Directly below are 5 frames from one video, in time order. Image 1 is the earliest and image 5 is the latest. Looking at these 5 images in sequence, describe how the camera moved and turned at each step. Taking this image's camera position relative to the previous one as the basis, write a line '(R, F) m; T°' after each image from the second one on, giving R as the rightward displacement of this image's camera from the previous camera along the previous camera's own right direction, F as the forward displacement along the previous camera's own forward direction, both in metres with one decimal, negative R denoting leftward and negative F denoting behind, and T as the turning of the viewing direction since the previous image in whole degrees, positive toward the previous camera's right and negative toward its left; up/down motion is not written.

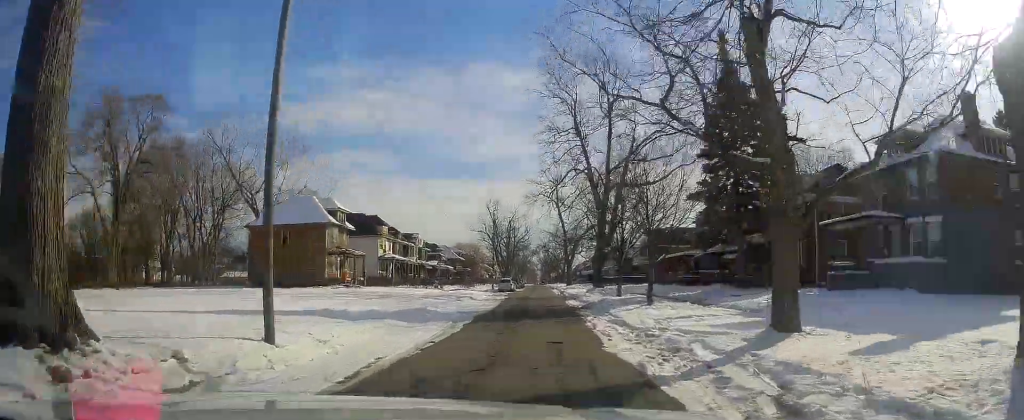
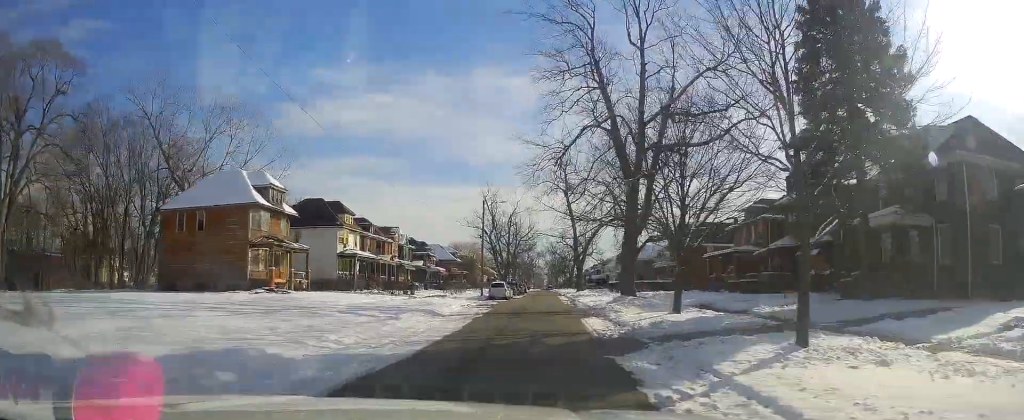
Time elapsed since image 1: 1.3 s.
(+0.1, +17.4) m; 0°
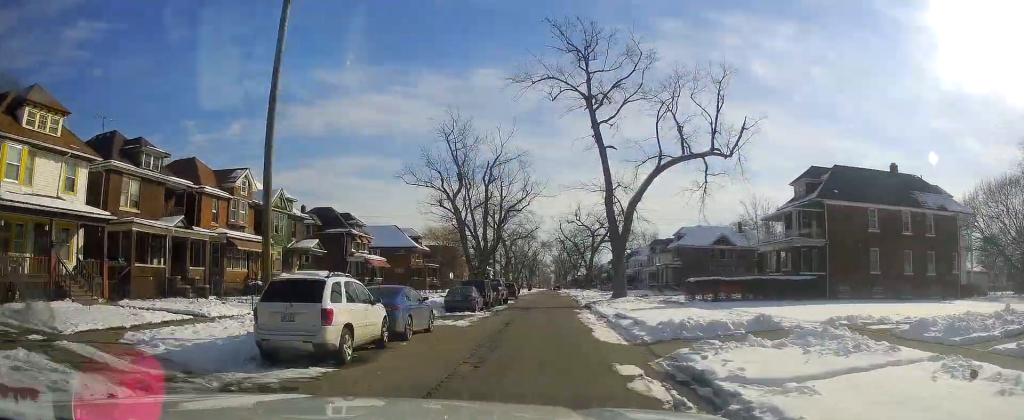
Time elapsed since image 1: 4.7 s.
(-1.4, +45.6) m; -3°
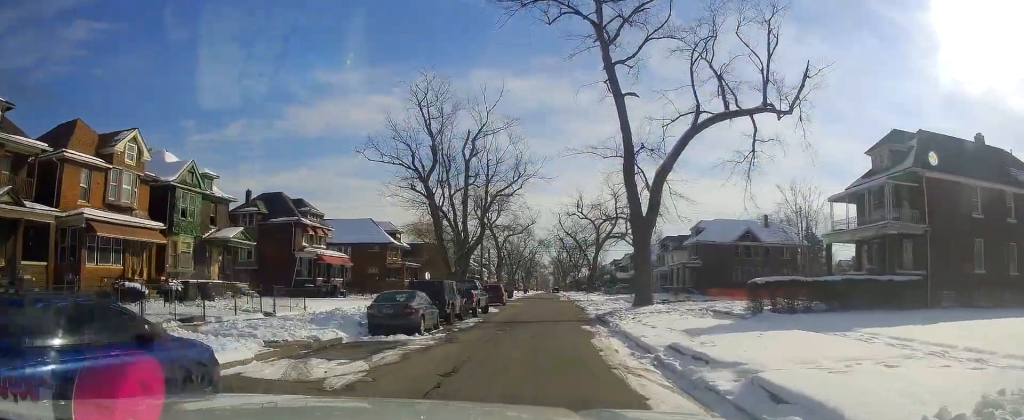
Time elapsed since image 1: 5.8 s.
(-0.4, +13.1) m; -1°
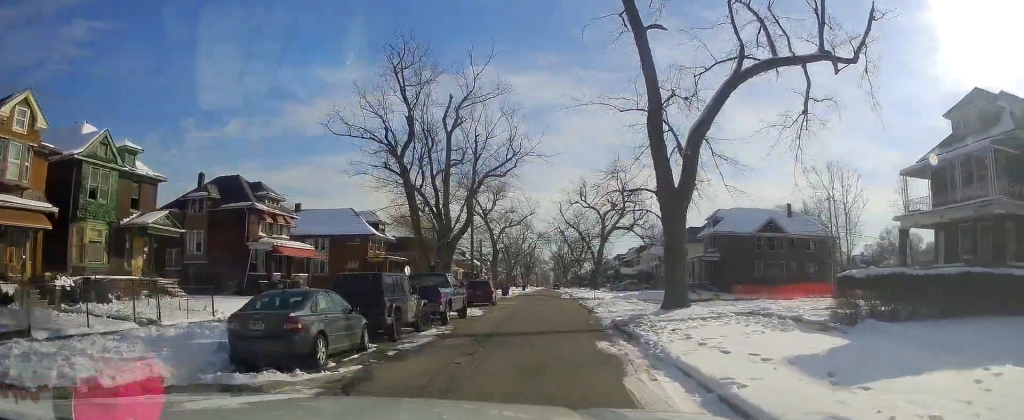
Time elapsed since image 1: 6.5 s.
(0.0, +8.5) m; +1°
